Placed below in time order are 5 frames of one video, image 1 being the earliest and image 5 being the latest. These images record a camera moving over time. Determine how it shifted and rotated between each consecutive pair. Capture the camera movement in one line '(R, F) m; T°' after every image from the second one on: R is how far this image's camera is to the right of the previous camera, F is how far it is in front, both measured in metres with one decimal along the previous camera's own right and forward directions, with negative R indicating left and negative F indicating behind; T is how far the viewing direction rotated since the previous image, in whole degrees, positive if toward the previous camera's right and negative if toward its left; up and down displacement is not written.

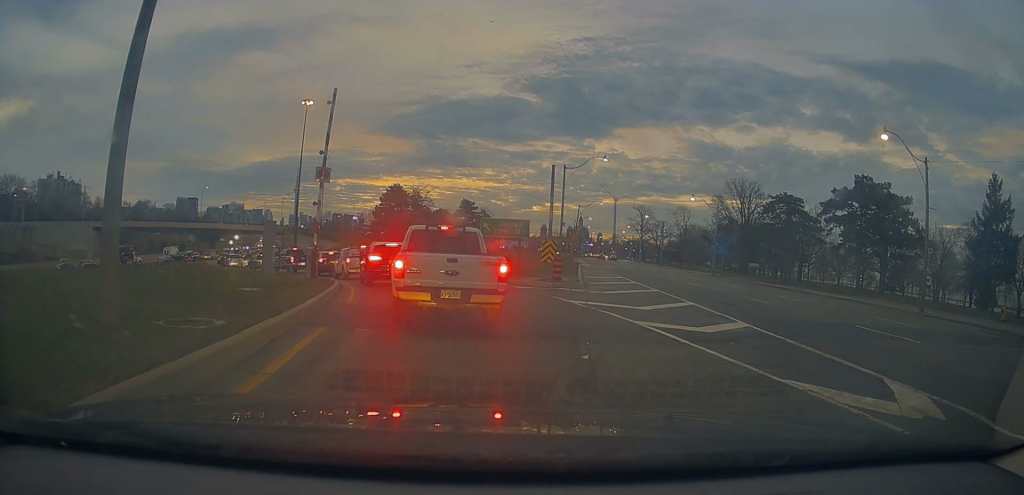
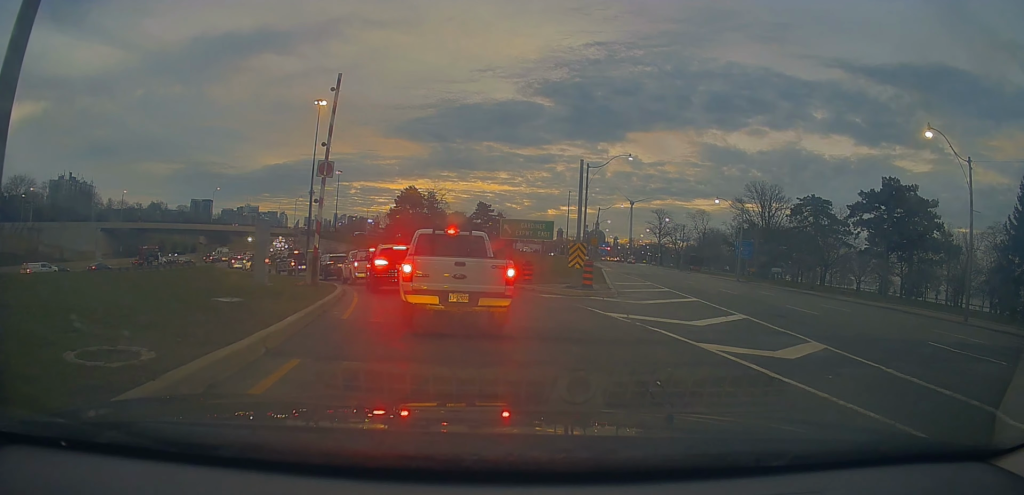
(0.0, +2.6) m; 0°
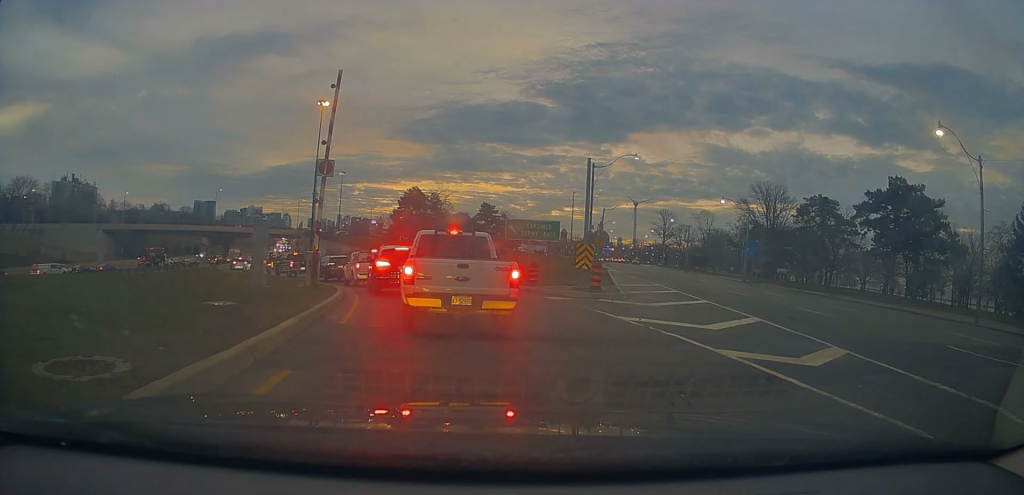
(0.0, +0.6) m; 0°
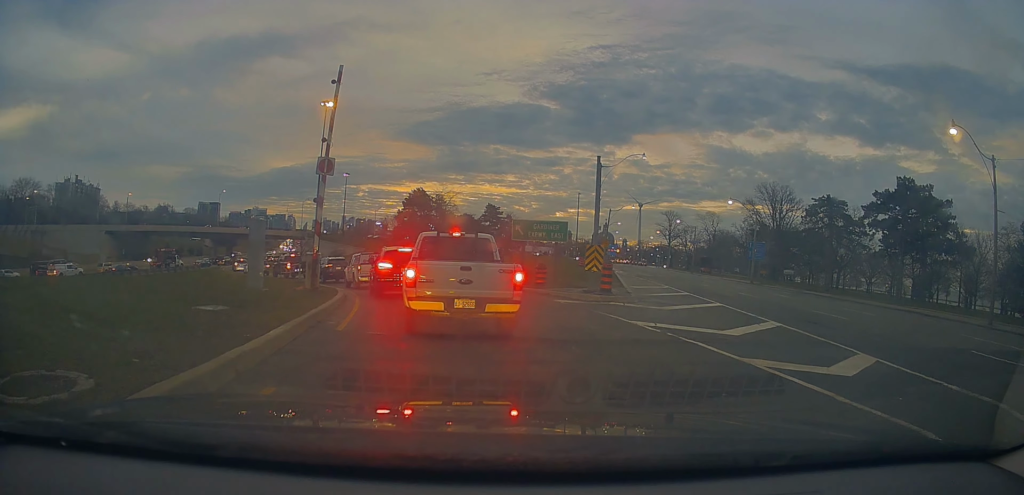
(0.0, +0.9) m; 0°
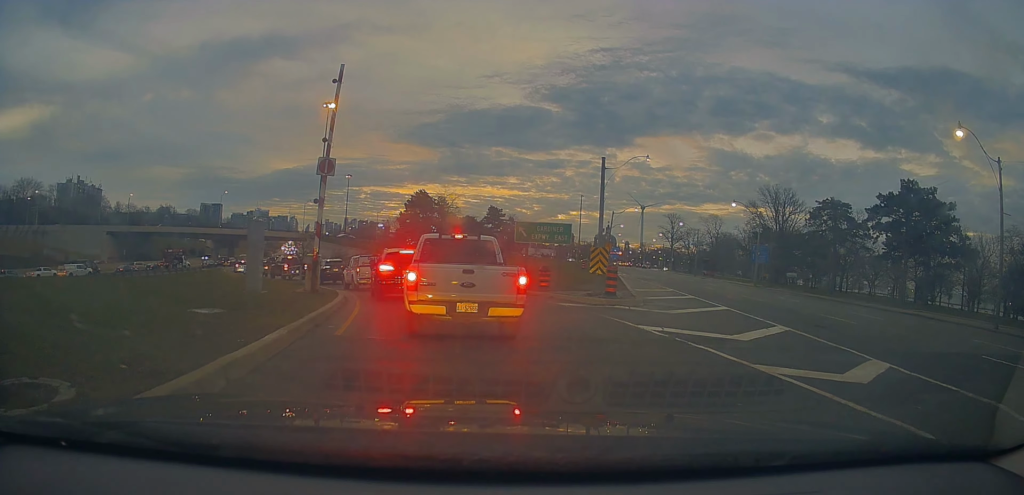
(0.0, +0.4) m; 0°
